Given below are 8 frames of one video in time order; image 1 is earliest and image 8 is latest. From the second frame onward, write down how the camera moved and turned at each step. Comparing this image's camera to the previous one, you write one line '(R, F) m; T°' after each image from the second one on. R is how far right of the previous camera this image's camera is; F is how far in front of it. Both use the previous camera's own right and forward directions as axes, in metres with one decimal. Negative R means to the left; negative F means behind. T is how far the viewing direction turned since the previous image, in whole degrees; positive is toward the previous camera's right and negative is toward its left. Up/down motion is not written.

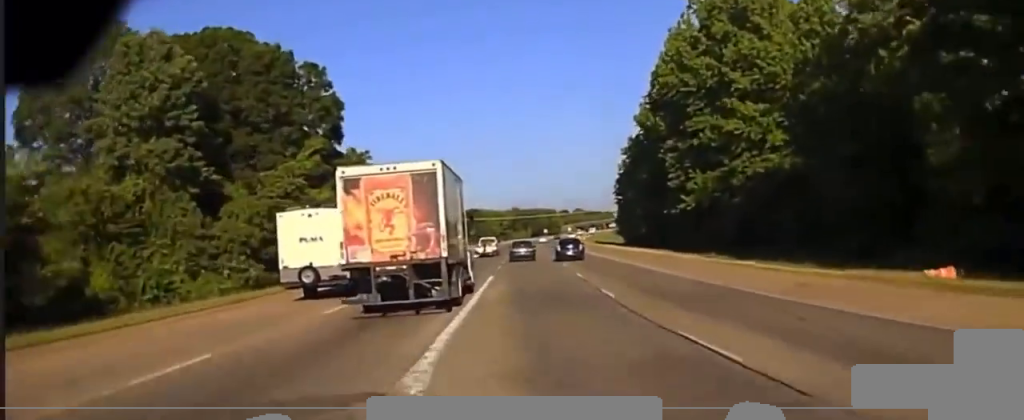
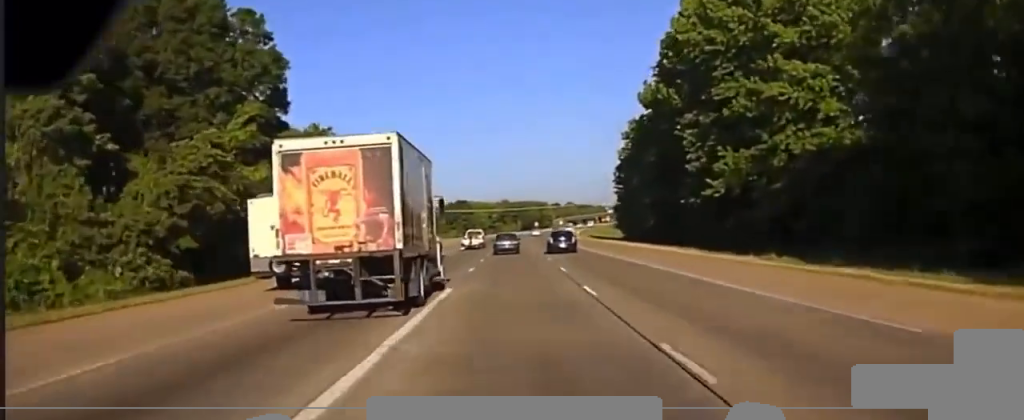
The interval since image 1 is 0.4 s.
(0.0, +14.3) m; +1°
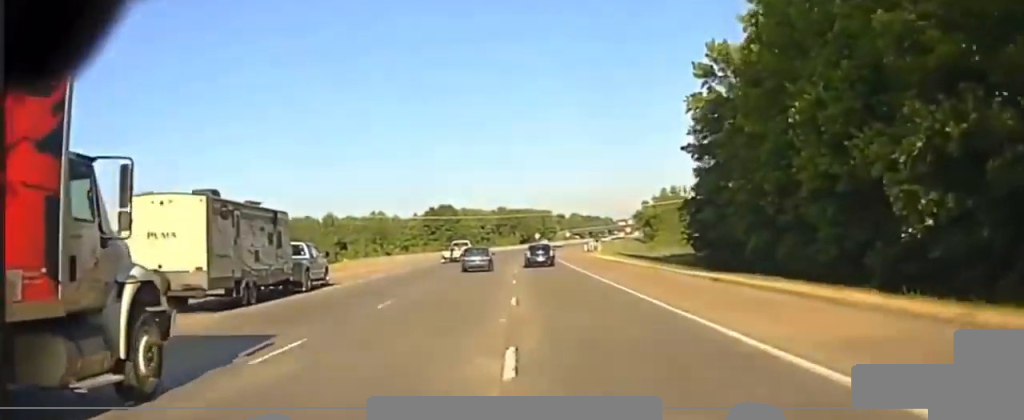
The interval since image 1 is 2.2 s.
(+0.6, +58.3) m; 0°
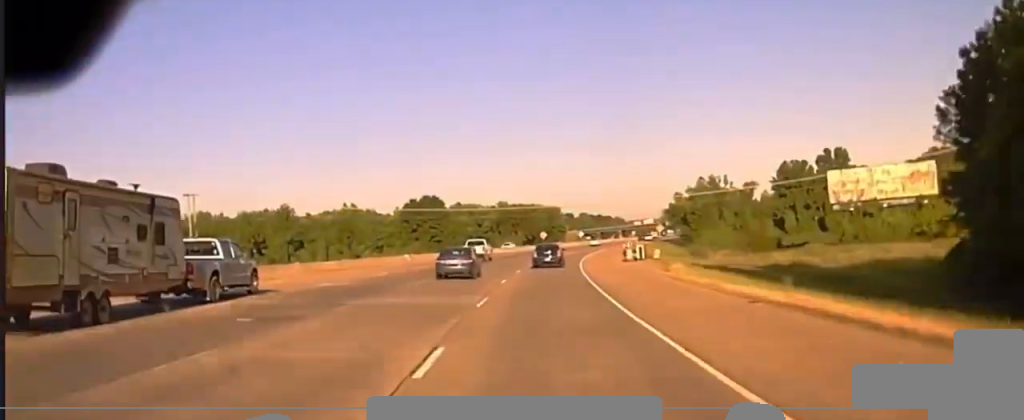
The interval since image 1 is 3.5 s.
(-0.3, +46.8) m; 0°
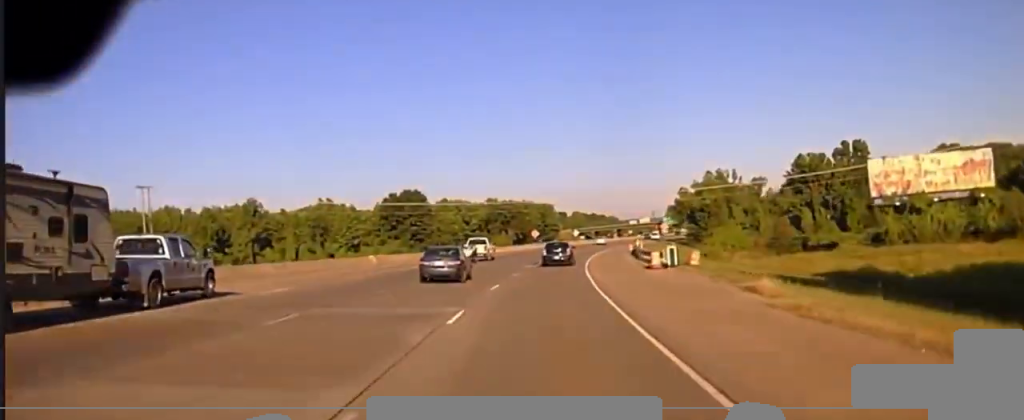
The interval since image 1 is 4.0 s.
(0.0, +17.1) m; +1°
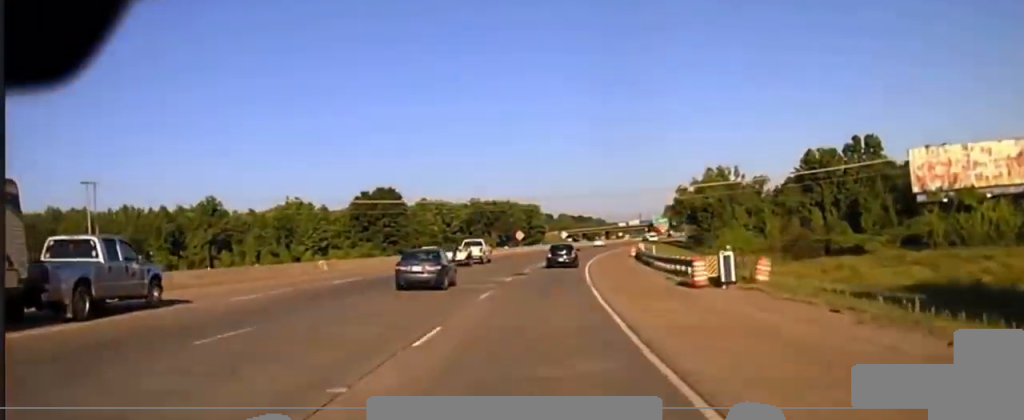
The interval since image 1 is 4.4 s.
(-0.1, +14.9) m; +1°
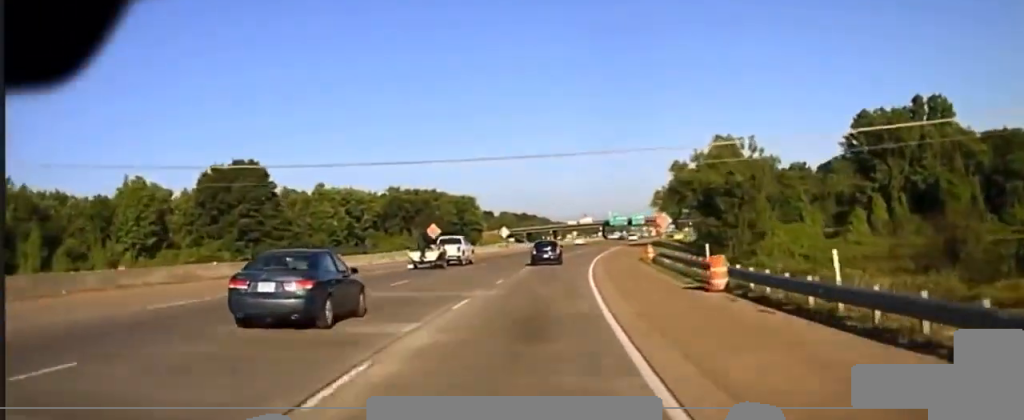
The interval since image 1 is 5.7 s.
(+1.5, +52.5) m; +3°
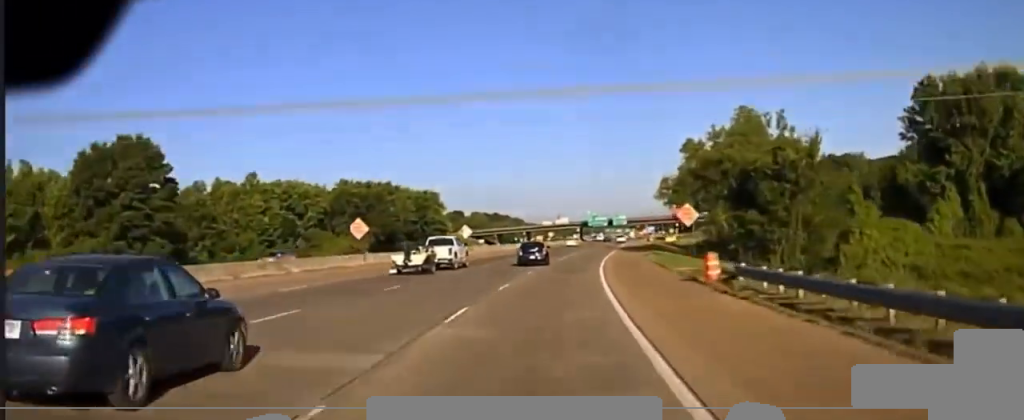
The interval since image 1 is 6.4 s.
(+0.4, +26.6) m; +1°
